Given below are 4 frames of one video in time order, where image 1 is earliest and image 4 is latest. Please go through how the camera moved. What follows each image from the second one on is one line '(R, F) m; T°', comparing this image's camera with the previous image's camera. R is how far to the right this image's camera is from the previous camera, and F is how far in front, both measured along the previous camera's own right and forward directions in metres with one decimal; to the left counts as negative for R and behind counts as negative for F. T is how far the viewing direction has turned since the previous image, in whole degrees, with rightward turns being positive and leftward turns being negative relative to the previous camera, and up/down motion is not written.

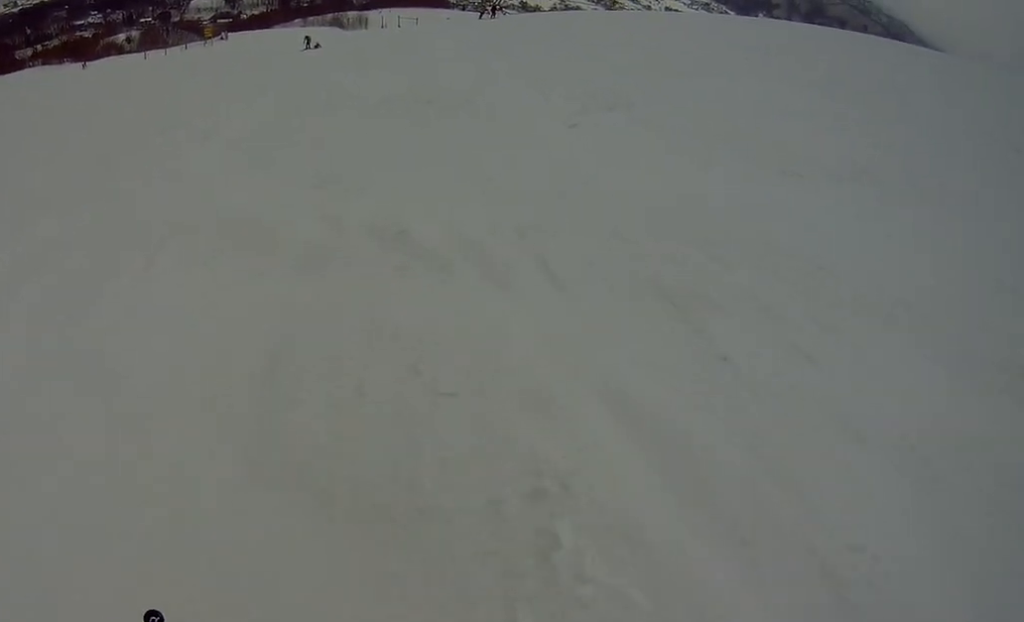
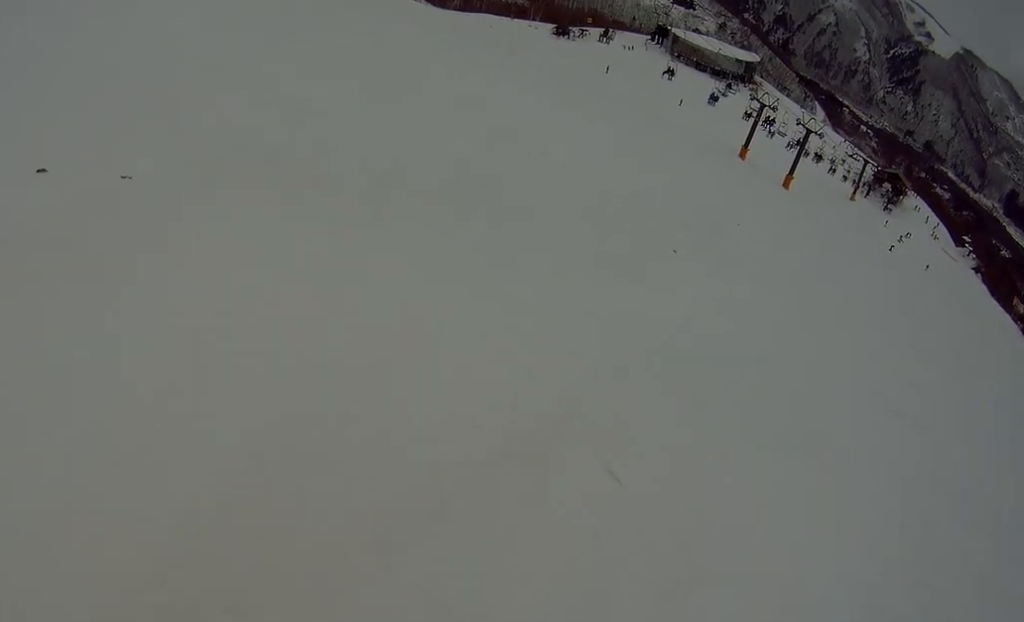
(-3.3, +10.2) m; -22°
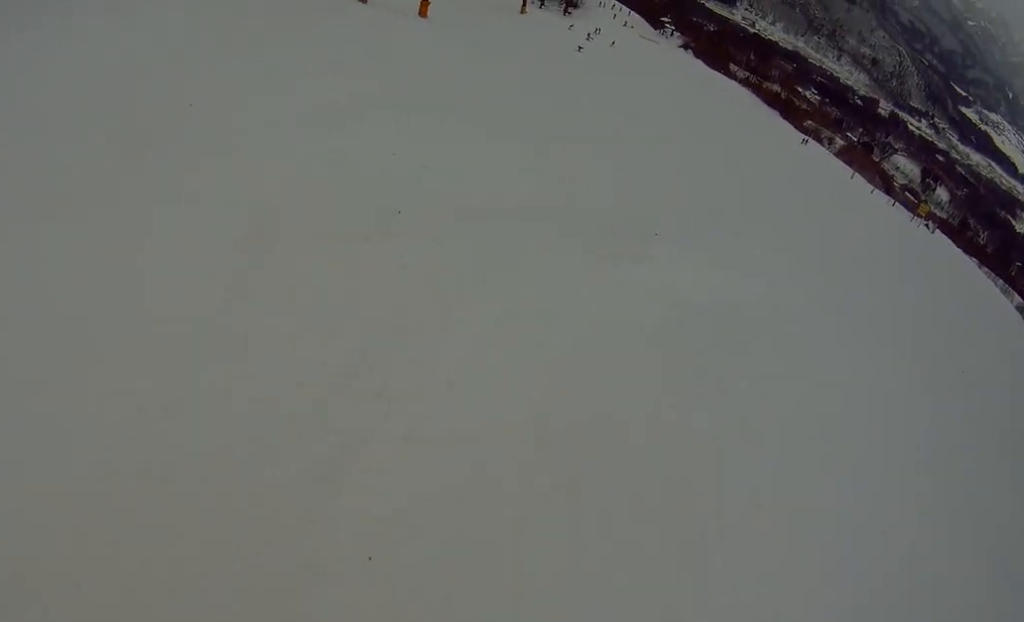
(+1.2, +13.8) m; -6°
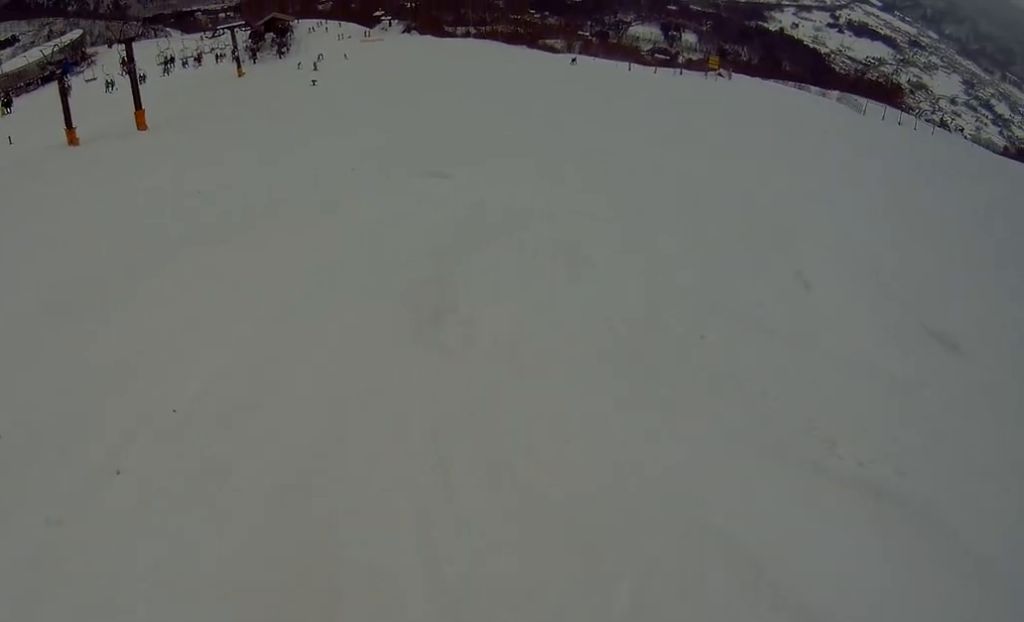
(+2.1, +8.9) m; +24°
